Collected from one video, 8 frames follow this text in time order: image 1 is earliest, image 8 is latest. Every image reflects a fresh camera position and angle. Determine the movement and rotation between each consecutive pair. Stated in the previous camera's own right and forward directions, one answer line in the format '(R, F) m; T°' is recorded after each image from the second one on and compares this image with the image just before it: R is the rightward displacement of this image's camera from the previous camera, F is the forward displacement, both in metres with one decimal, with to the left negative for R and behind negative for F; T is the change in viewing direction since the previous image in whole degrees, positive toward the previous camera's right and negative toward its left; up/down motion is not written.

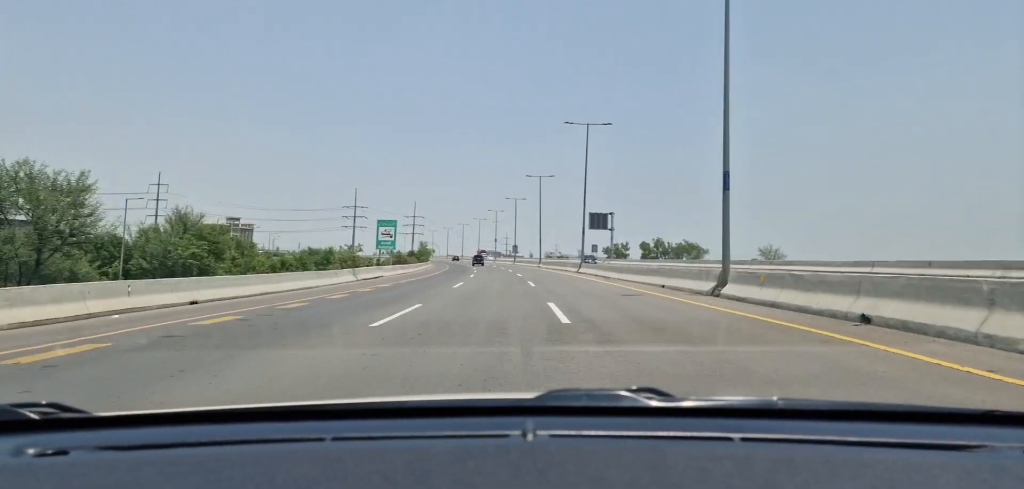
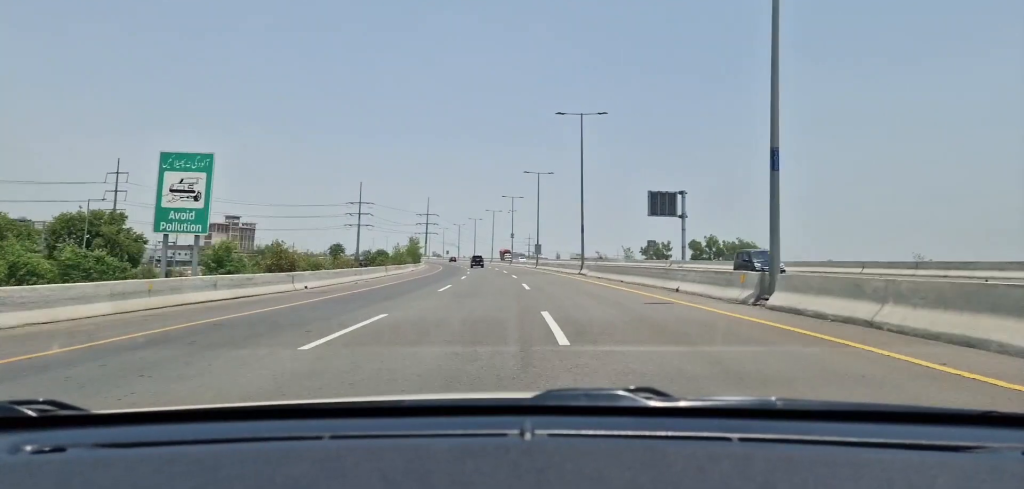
(-1.1, +39.8) m; -3°
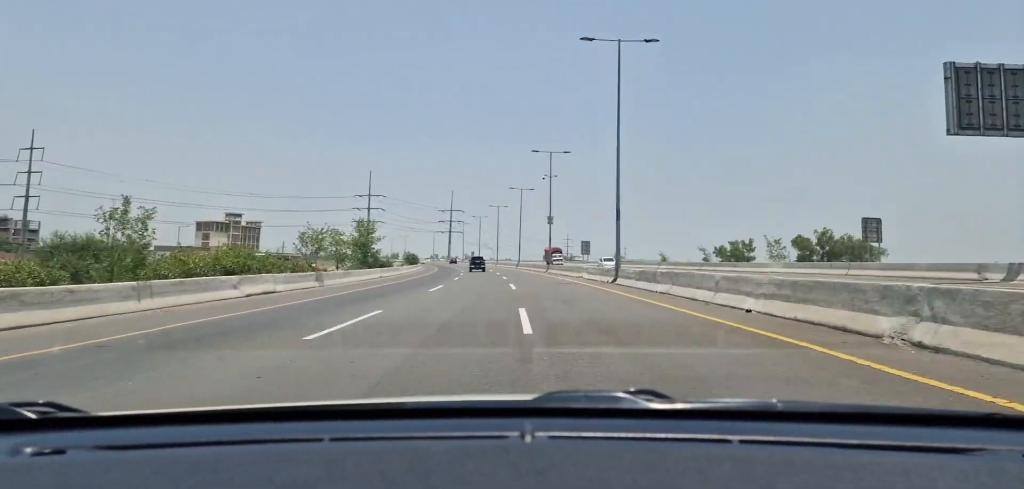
(-1.1, +51.3) m; -2°
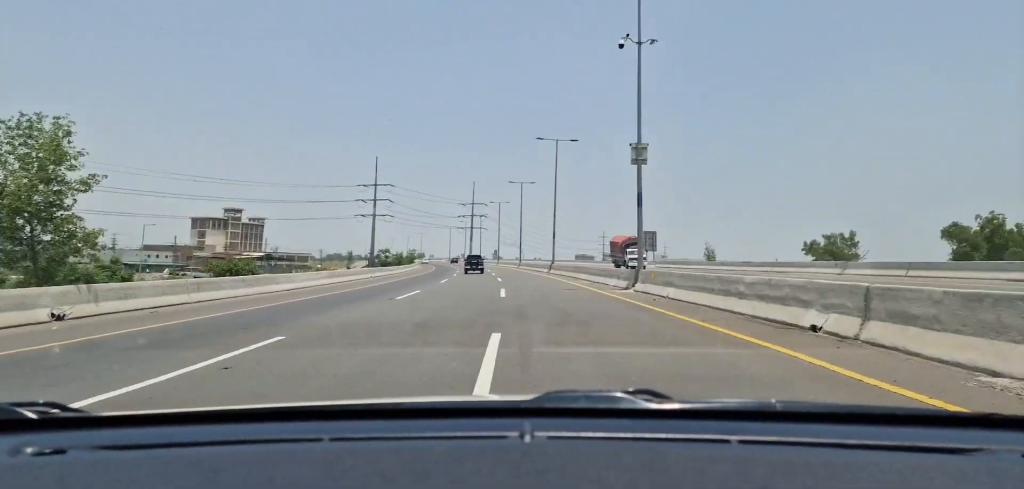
(-0.4, +42.7) m; -2°
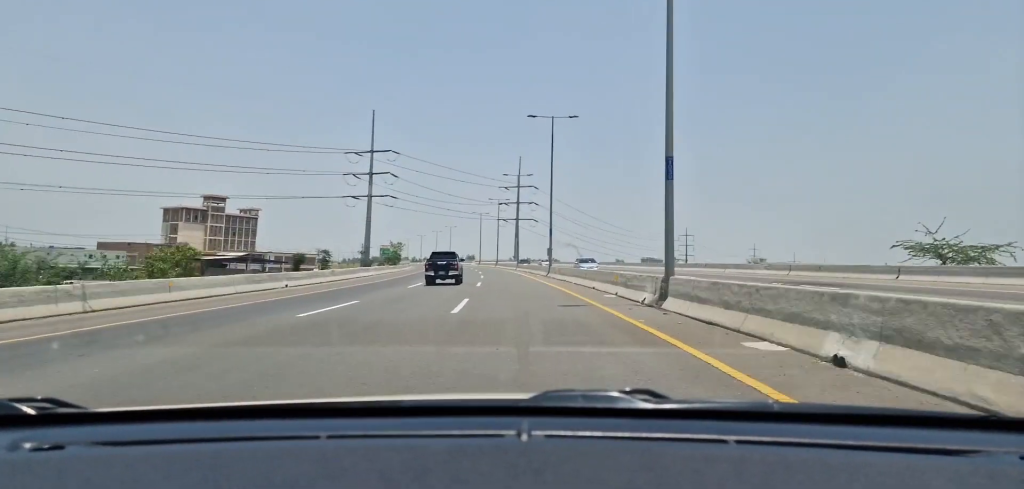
(-4.2, +78.3) m; -6°
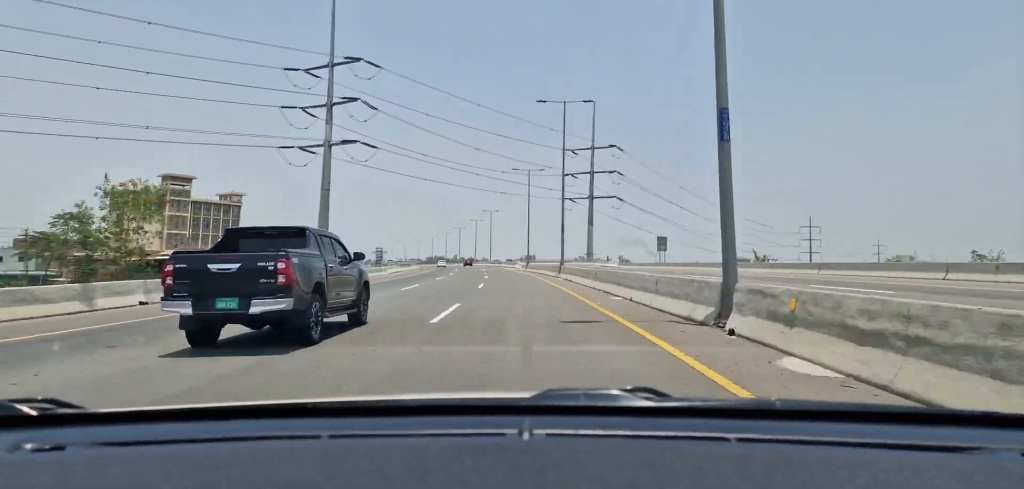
(-3.6, +74.5) m; -5°
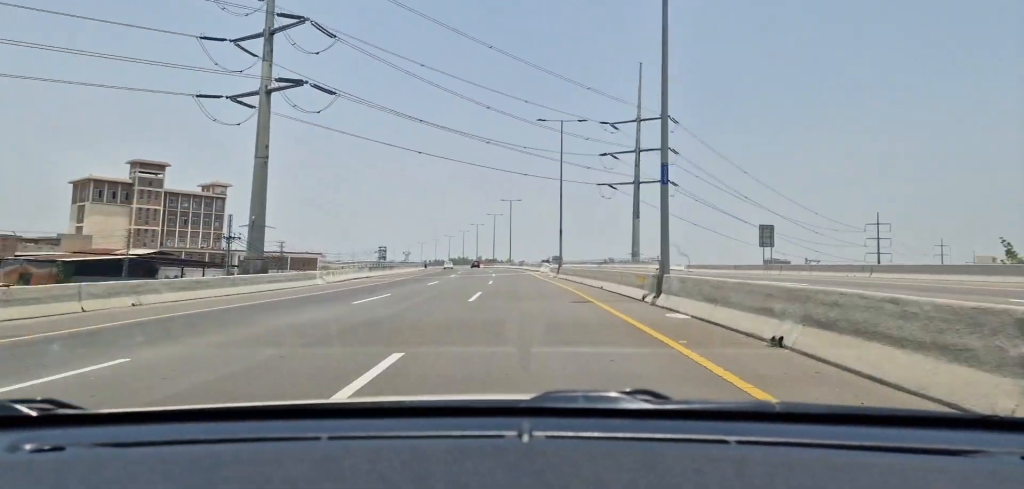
(-0.3, +29.3) m; -2°
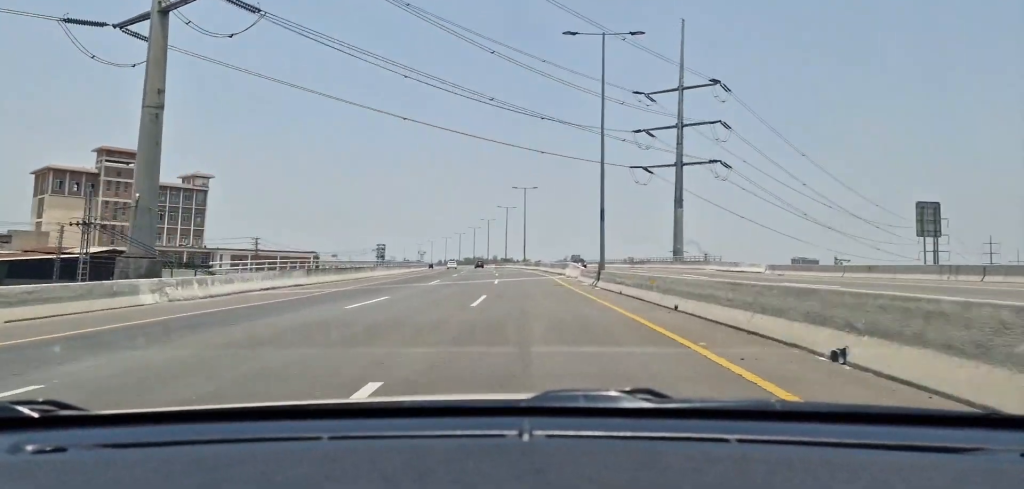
(-0.3, +19.3) m; -1°
